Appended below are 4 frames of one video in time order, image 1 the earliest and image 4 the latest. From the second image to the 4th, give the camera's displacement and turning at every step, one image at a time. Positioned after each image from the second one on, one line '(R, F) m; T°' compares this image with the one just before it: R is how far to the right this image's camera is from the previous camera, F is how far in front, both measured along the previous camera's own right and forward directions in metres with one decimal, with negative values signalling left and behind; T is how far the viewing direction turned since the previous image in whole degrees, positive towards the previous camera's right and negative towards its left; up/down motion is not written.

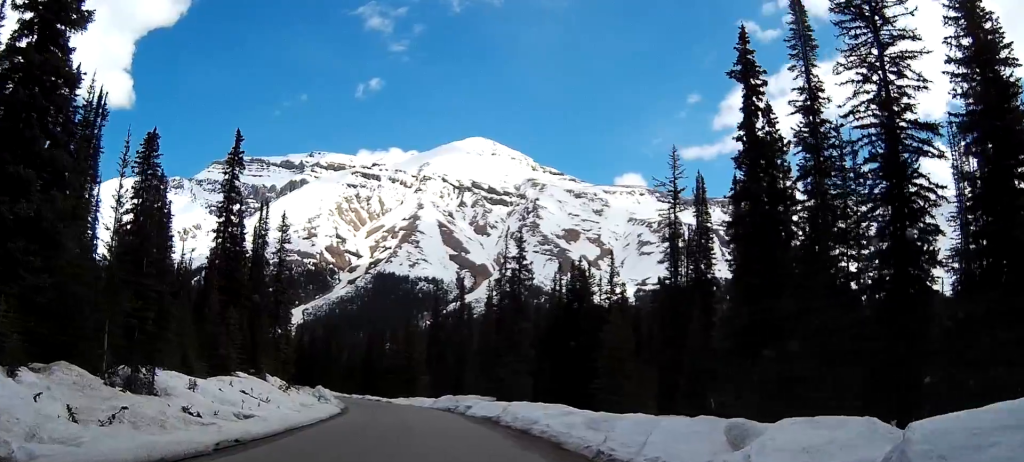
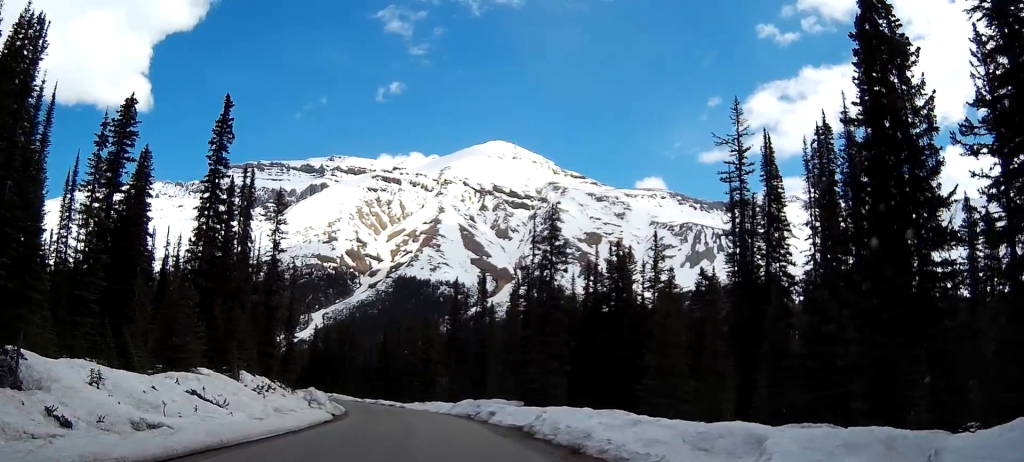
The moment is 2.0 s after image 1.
(-0.1, +10.1) m; -3°
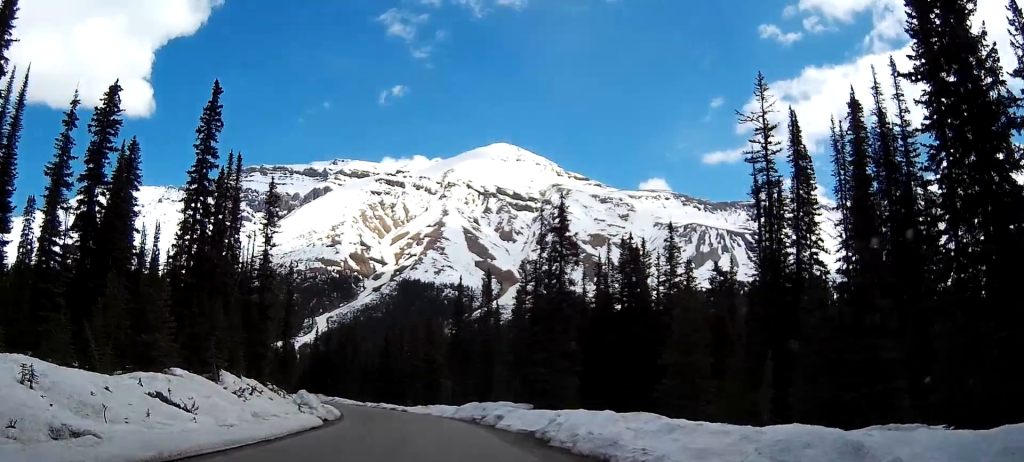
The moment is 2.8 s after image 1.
(-0.1, +4.0) m; -1°
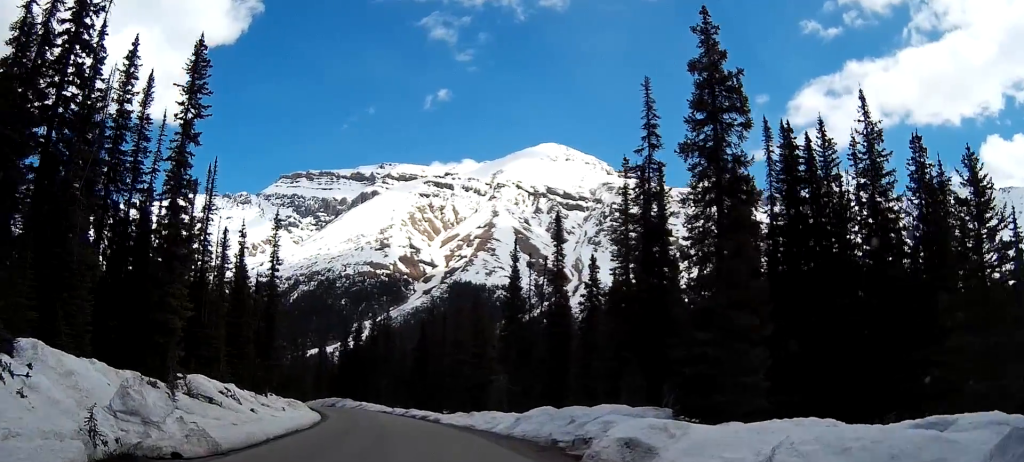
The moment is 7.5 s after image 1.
(-0.2, +28.2) m; -2°
